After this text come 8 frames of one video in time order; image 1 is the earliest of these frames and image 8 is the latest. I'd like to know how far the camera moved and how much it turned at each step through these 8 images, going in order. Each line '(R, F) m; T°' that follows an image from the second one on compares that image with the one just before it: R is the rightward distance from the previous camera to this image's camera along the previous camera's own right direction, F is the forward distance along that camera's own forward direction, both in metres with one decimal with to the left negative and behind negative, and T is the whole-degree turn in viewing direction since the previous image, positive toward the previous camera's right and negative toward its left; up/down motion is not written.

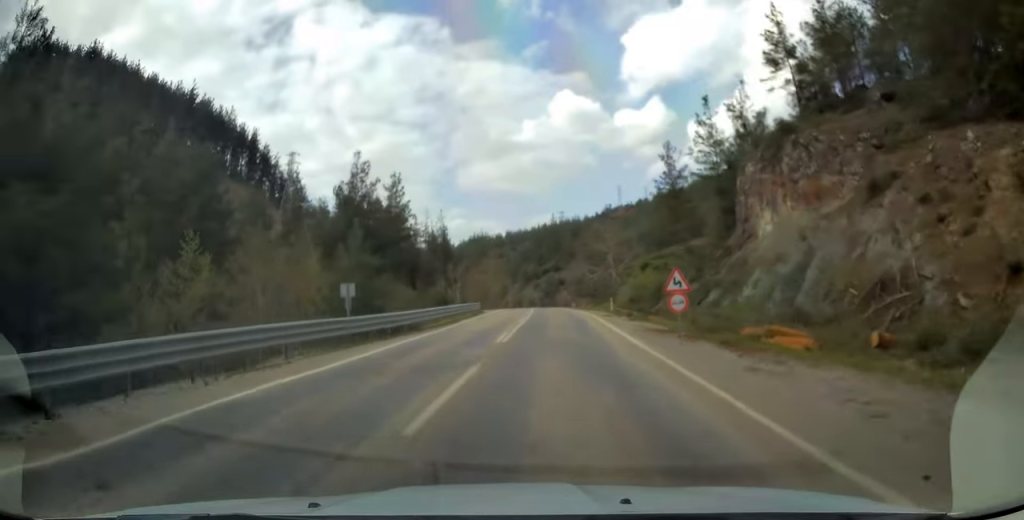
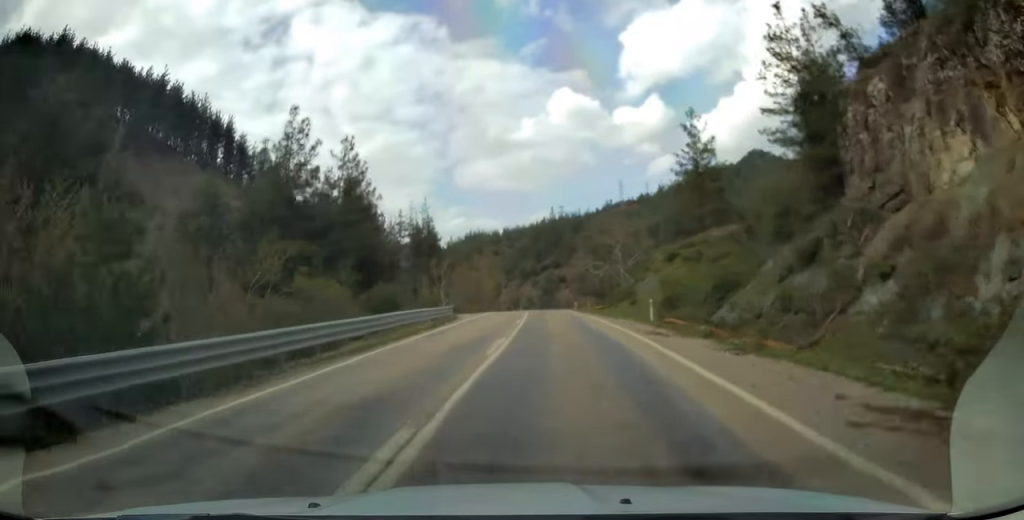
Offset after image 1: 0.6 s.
(0.0, +16.4) m; 0°
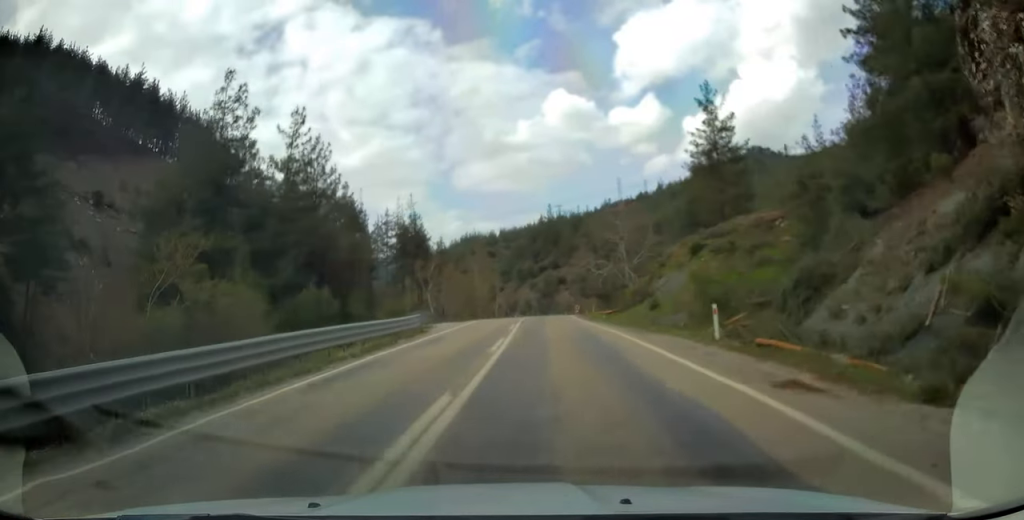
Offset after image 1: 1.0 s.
(0.0, +10.3) m; 0°
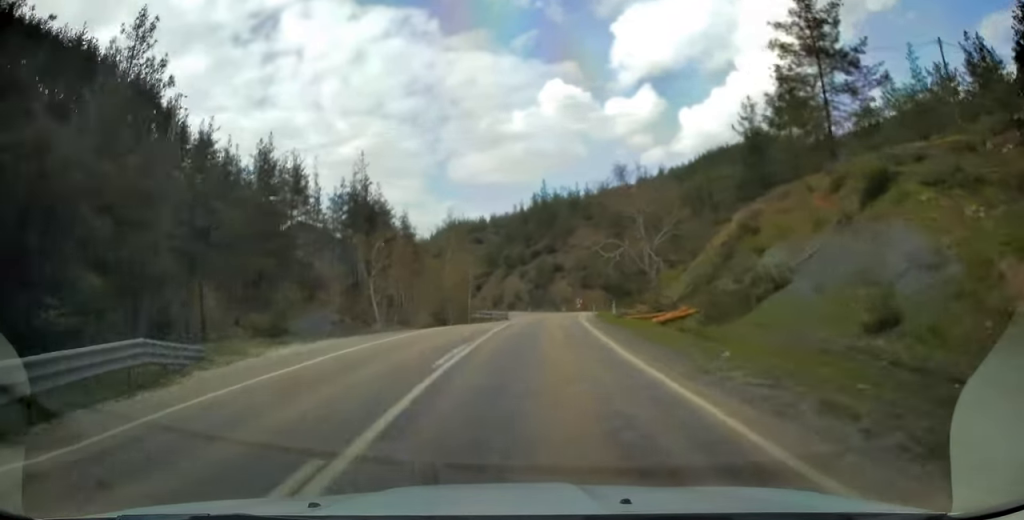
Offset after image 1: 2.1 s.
(+0.1, +26.9) m; +1°
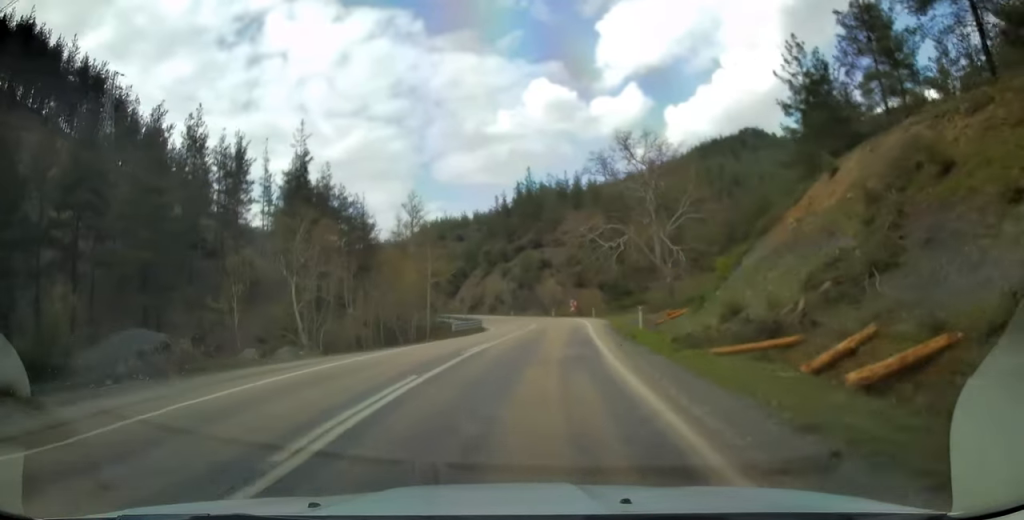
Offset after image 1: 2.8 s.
(+0.1, +16.2) m; +1°
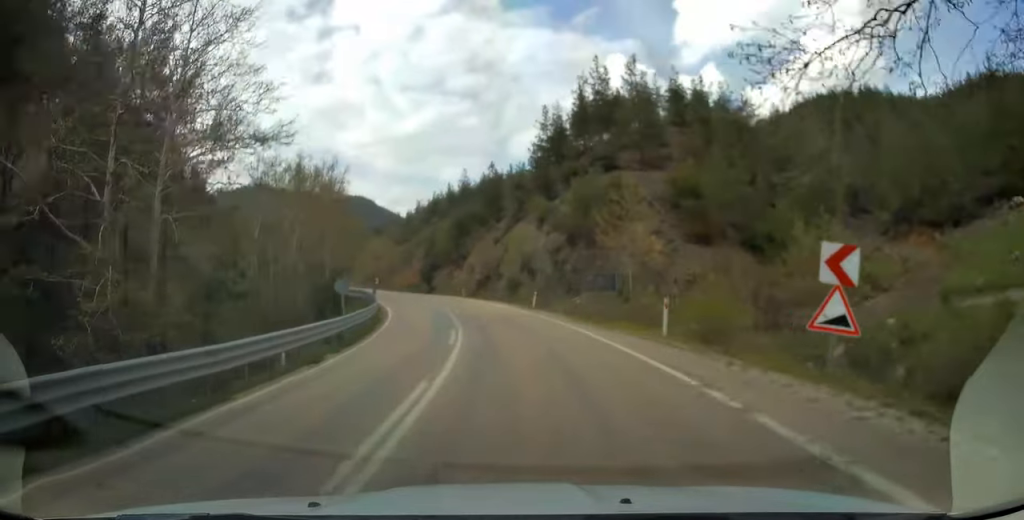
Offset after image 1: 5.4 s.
(-0.6, +57.2) m; -6°
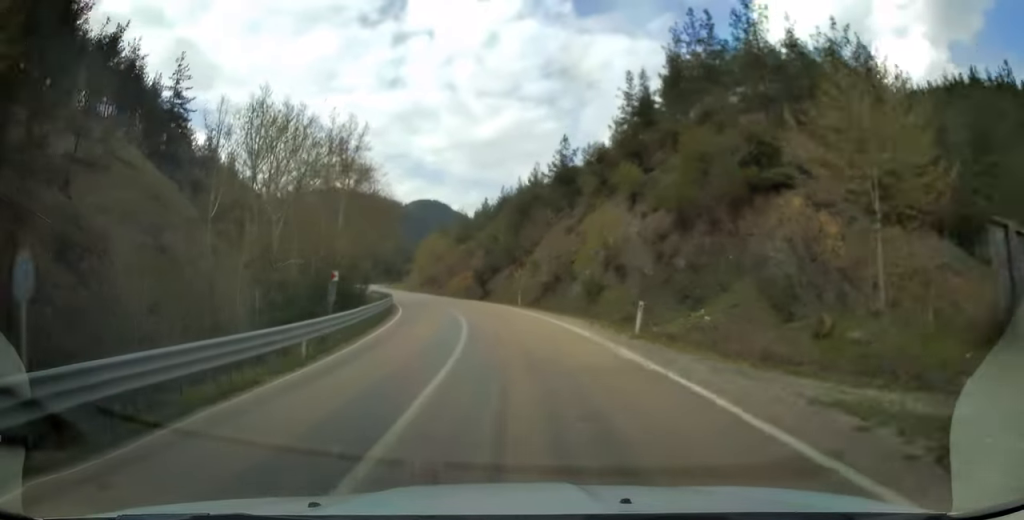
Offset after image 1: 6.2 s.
(-0.7, +17.3) m; -6°
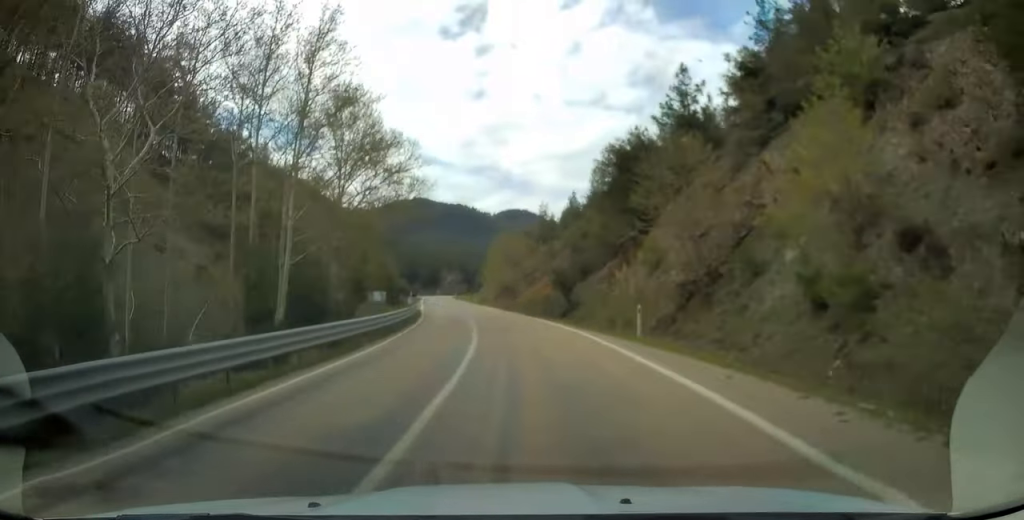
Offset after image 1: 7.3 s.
(-1.8, +22.8) m; -8°
